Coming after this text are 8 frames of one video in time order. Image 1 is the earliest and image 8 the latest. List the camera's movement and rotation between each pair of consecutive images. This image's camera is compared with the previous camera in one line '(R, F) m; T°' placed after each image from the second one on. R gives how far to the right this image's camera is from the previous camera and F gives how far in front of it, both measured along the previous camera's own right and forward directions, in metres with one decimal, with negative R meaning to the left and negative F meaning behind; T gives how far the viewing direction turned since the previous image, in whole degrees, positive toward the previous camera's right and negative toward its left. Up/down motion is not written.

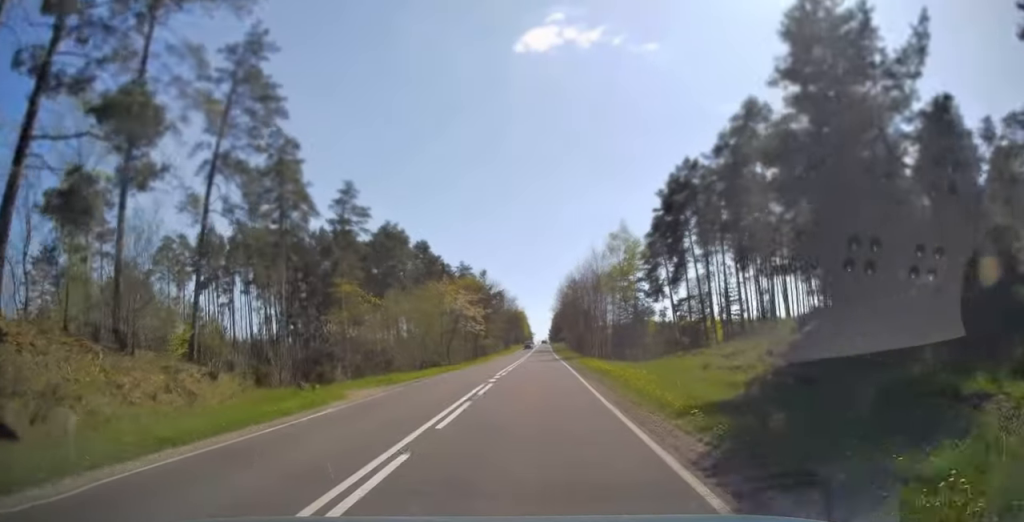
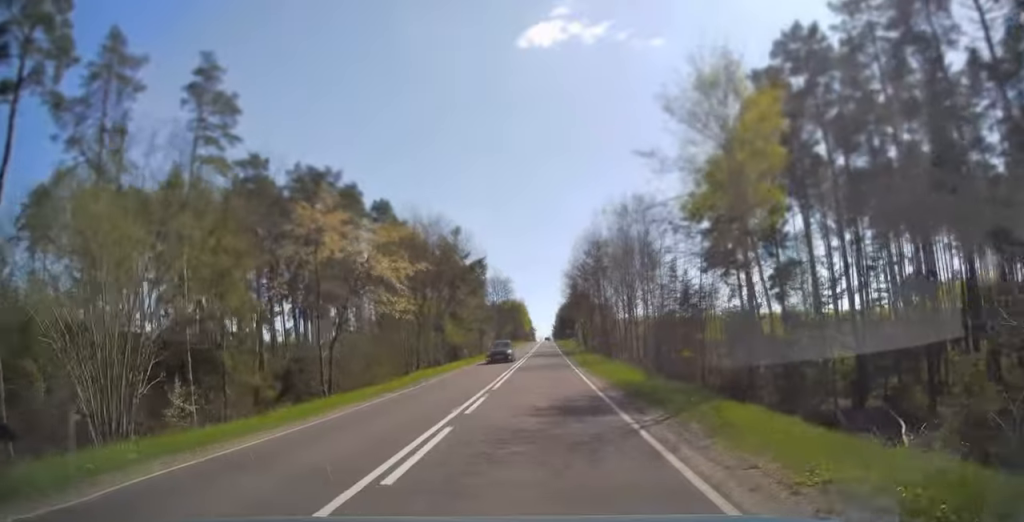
(-0.2, +34.7) m; 0°
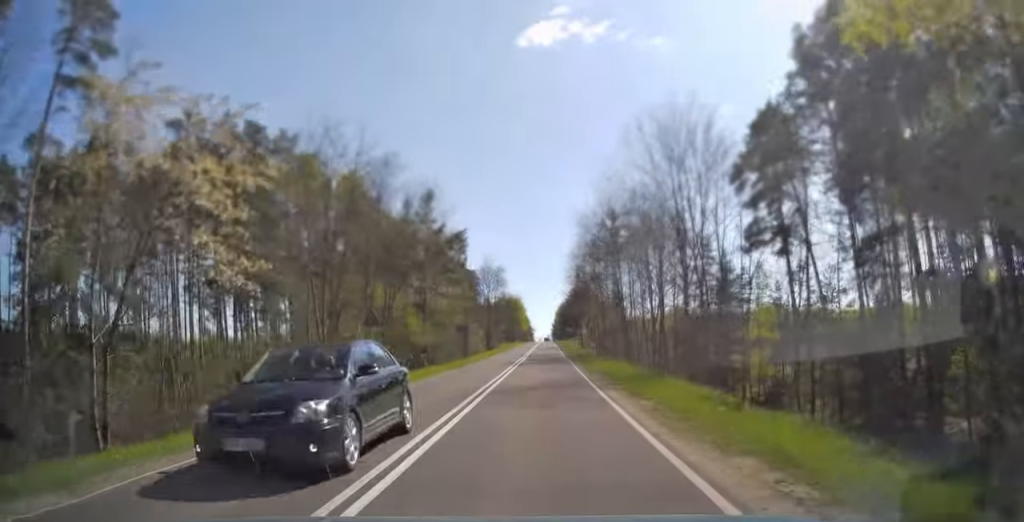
(+0.1, +15.0) m; 0°
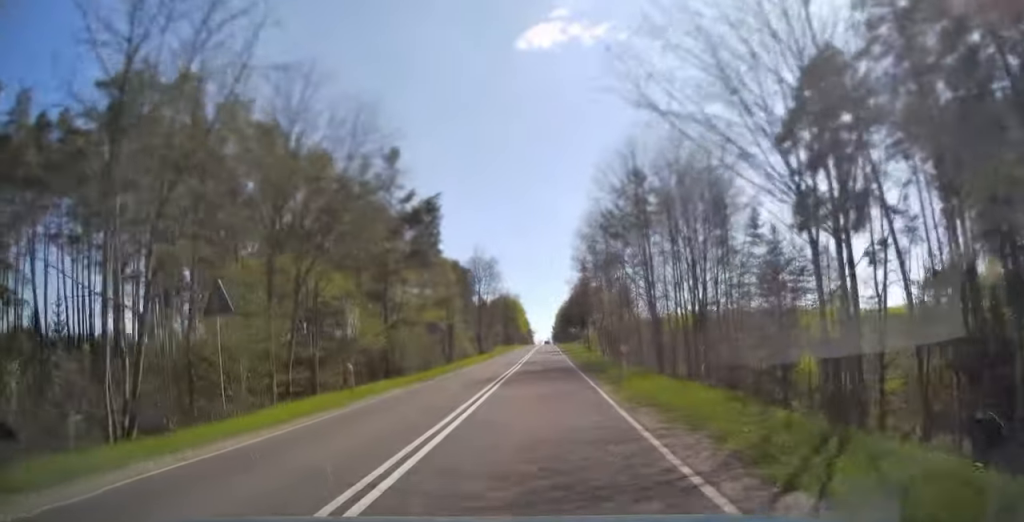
(0.0, +11.9) m; 0°
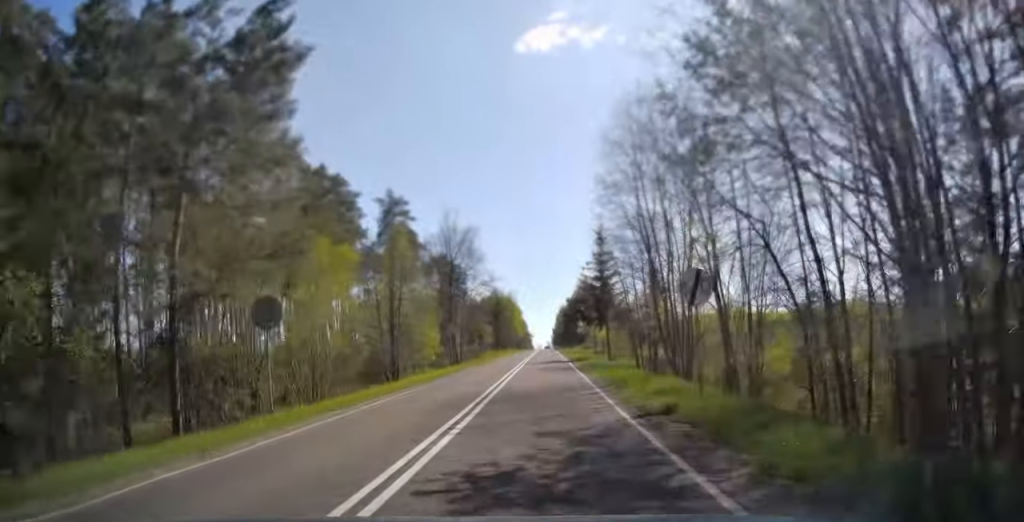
(-0.1, +21.5) m; 0°
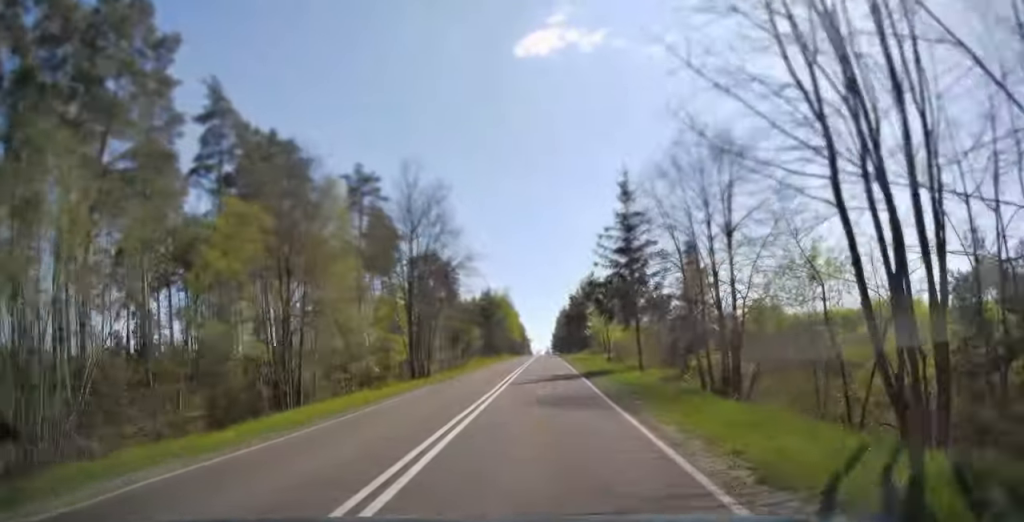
(0.0, +14.8) m; 0°
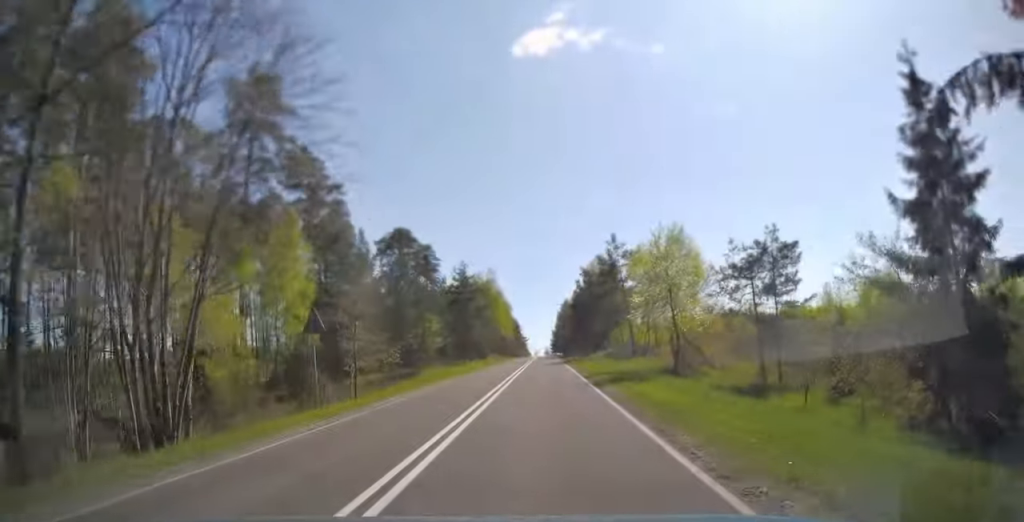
(+0.1, +28.8) m; 0°
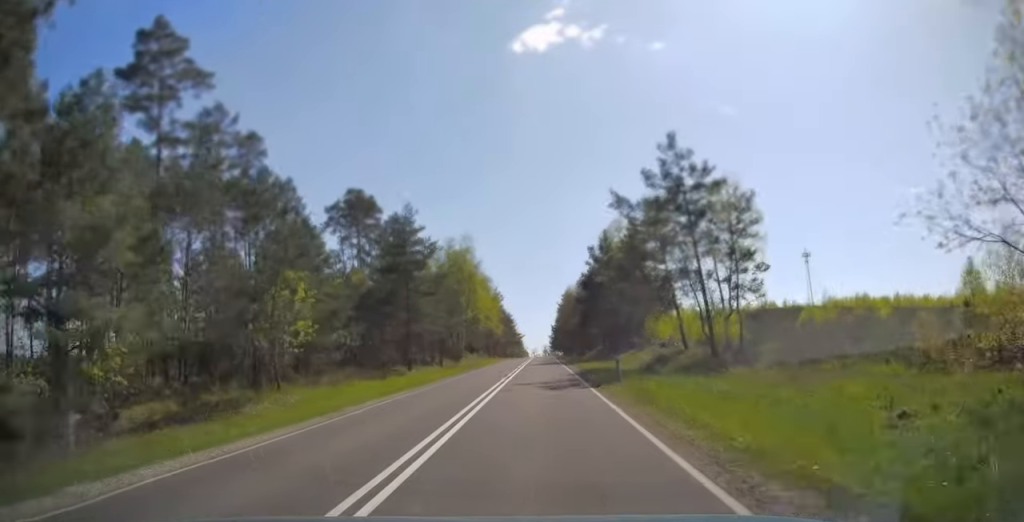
(0.0, +27.9) m; 0°
